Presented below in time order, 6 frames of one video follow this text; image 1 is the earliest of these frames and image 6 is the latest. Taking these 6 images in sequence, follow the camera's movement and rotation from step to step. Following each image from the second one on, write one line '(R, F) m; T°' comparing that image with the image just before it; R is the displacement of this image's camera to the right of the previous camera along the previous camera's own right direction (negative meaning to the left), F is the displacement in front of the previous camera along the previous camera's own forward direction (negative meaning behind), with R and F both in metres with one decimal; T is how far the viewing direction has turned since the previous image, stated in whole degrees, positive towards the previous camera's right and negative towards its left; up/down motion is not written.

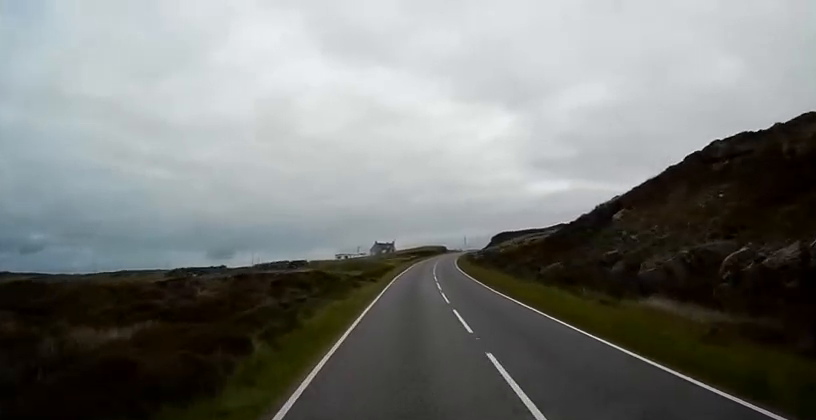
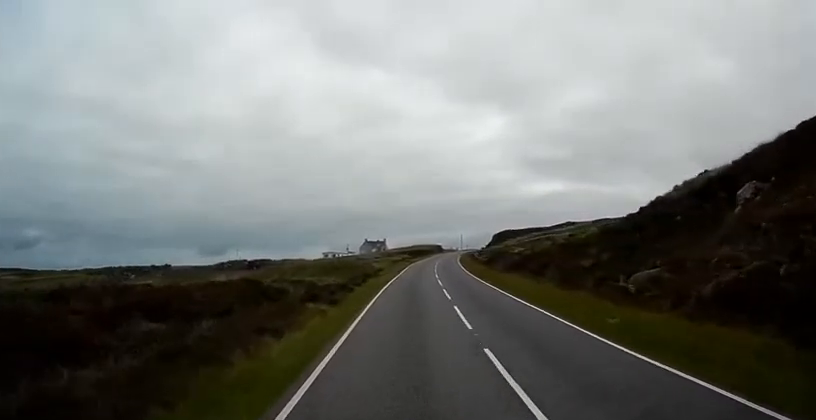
(+0.3, +17.6) m; +2°
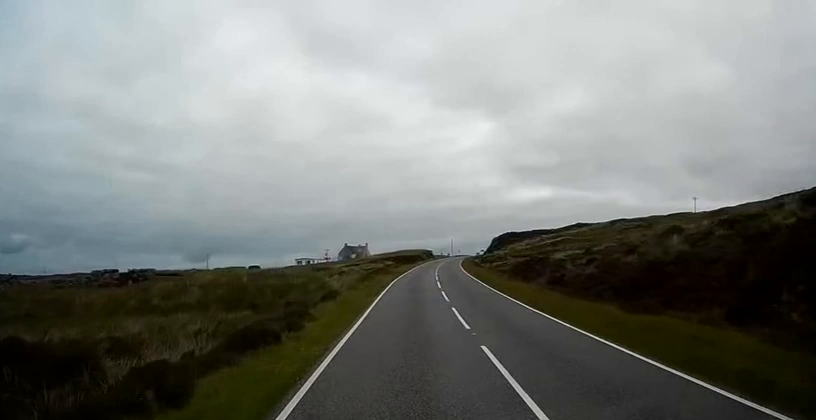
(+0.3, +25.9) m; +2°
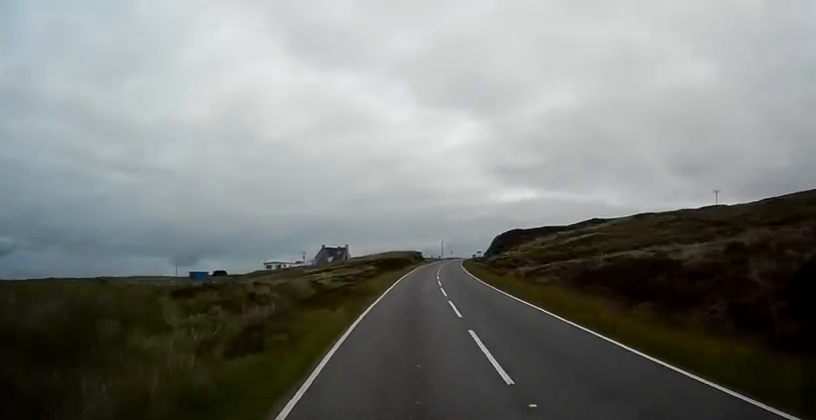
(+0.6, +24.0) m; +3°
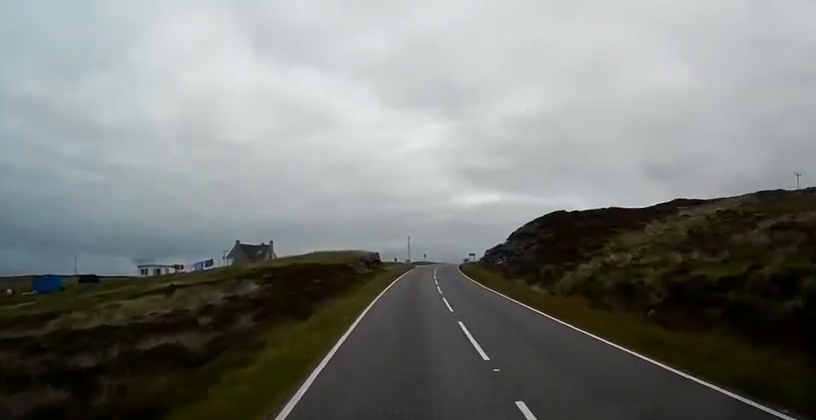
(+0.7, +61.0) m; +1°
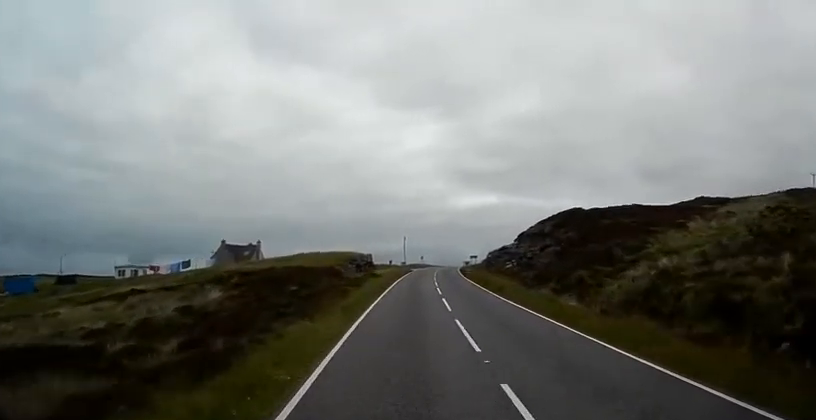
(0.0, +7.6) m; +1°
